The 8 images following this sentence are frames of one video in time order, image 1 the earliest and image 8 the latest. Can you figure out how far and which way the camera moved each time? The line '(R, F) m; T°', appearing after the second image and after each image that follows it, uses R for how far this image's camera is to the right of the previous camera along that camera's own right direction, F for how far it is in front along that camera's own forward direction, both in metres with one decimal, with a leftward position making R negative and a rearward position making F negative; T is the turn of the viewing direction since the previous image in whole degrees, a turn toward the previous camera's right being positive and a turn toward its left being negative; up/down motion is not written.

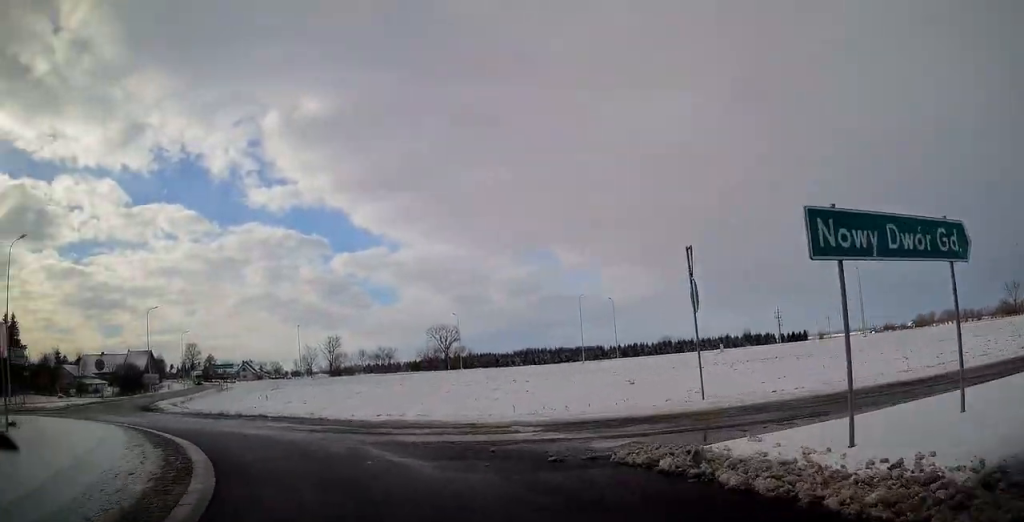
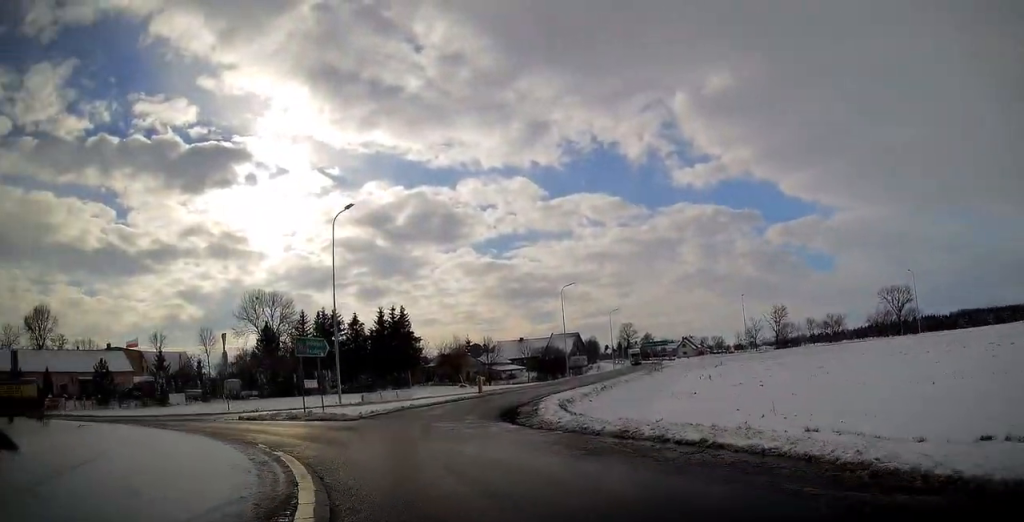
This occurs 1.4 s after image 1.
(-4.1, +9.8) m; -17°
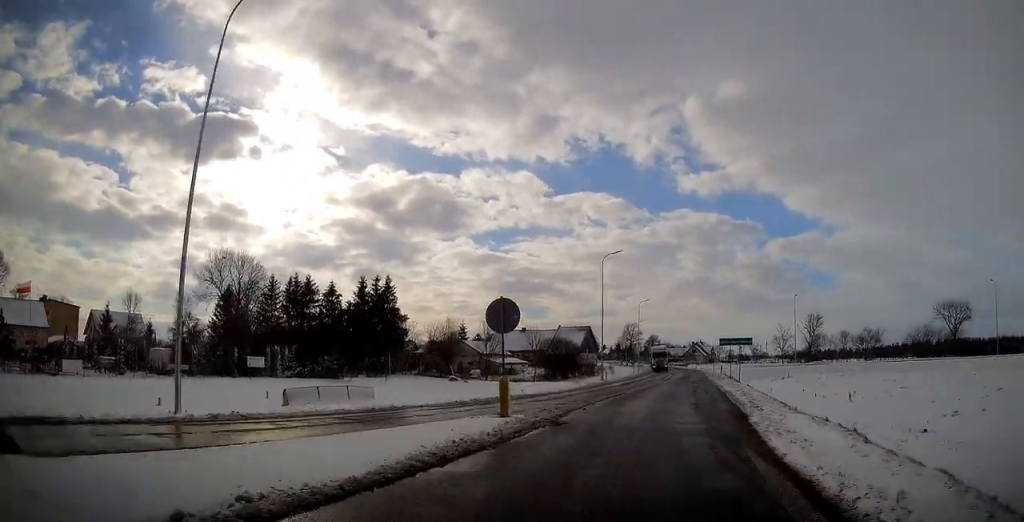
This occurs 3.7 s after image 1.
(-2.8, +19.0) m; -1°
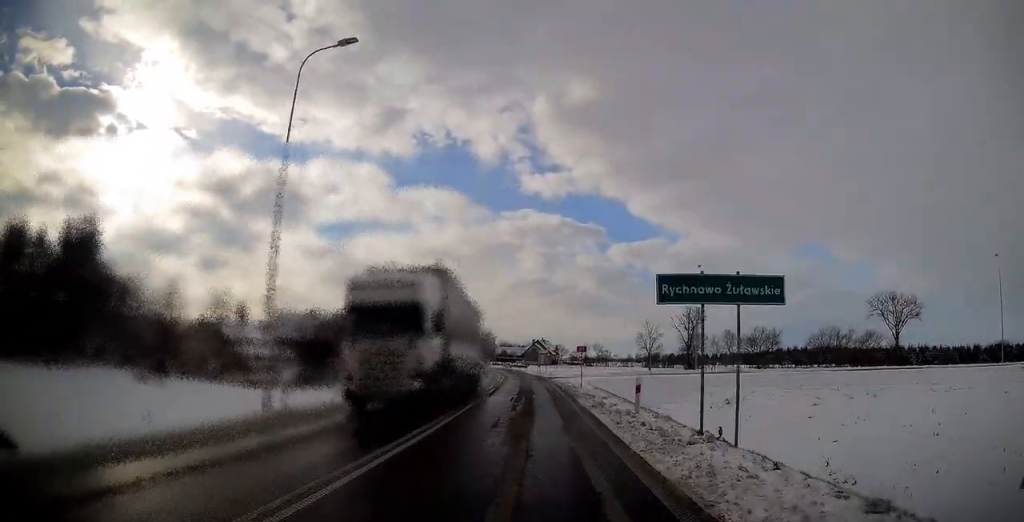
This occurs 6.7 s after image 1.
(+4.1, +31.5) m; +9°
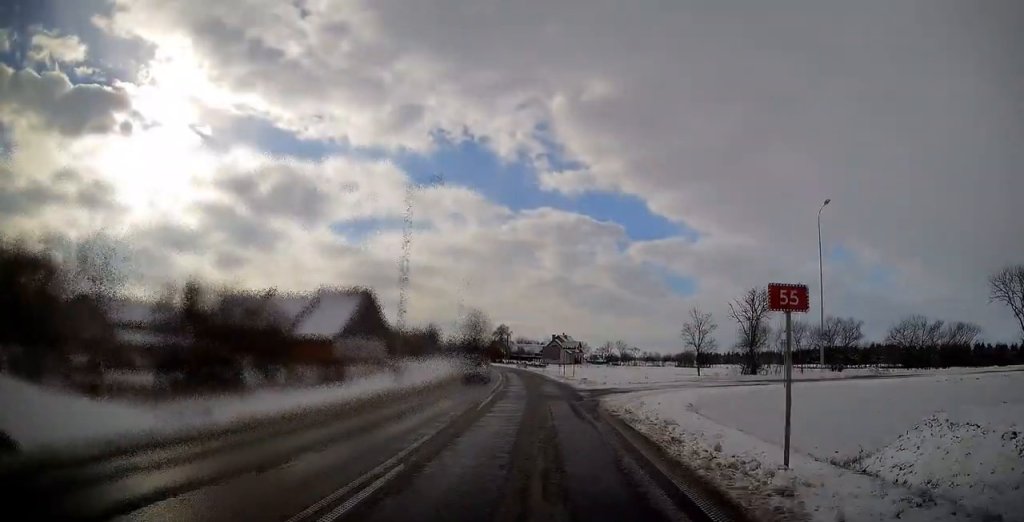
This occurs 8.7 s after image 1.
(-0.3, +24.5) m; -1°
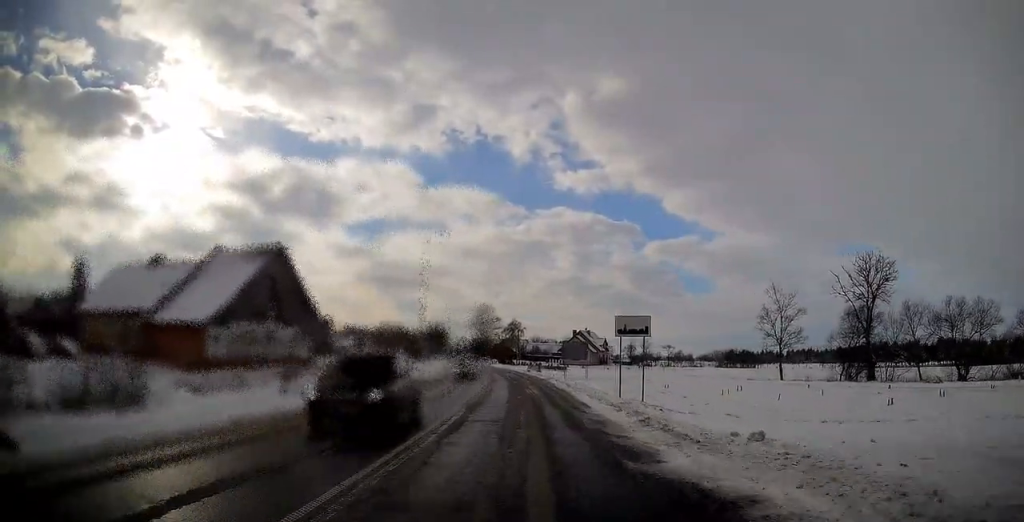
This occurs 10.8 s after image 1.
(-0.4, +28.6) m; -2°
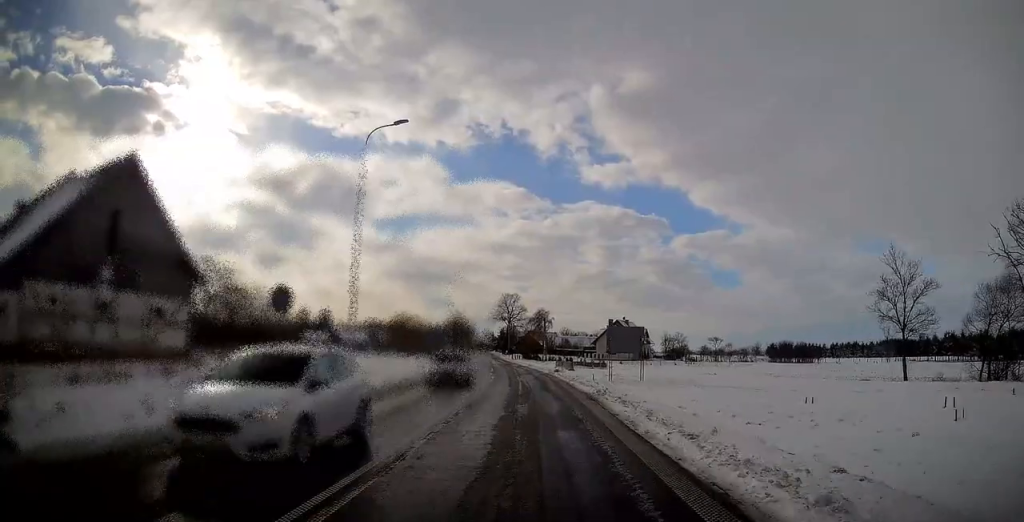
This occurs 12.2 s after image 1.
(-0.2, +20.2) m; -2°
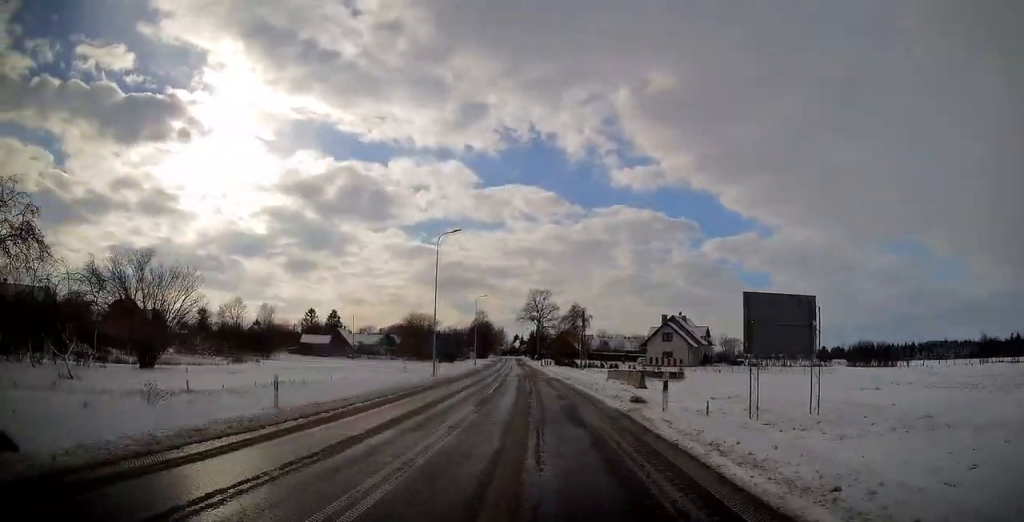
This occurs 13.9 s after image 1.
(-0.5, +25.8) m; -3°
